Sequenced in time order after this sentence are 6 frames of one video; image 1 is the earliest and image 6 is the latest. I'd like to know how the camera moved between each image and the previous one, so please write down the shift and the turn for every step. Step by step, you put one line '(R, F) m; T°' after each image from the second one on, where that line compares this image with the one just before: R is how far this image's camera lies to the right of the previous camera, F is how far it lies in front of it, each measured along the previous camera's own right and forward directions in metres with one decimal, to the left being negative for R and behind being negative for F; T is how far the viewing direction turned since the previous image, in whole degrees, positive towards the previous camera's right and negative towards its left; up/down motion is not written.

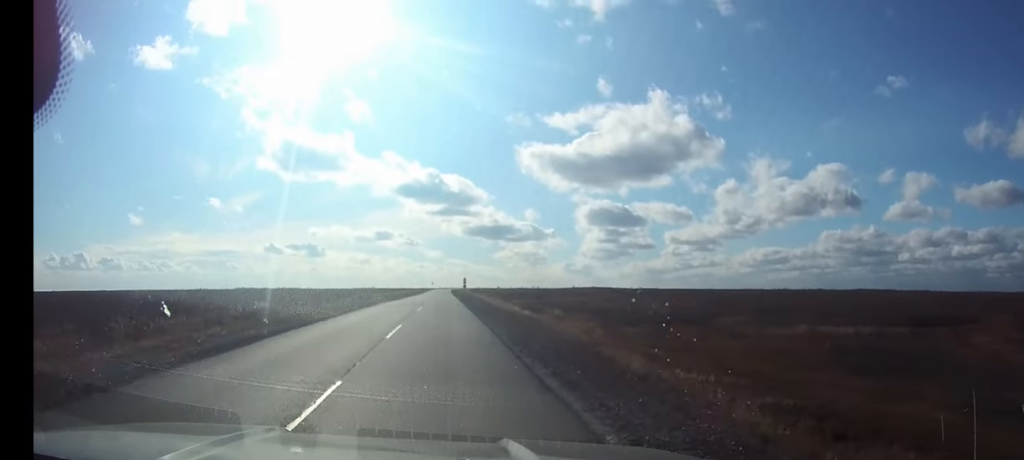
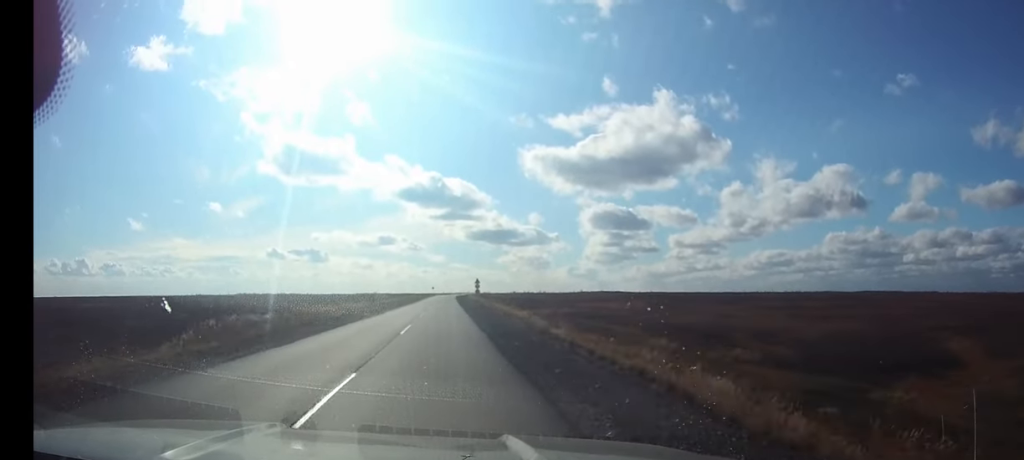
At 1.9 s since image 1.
(-0.2, +40.0) m; 0°
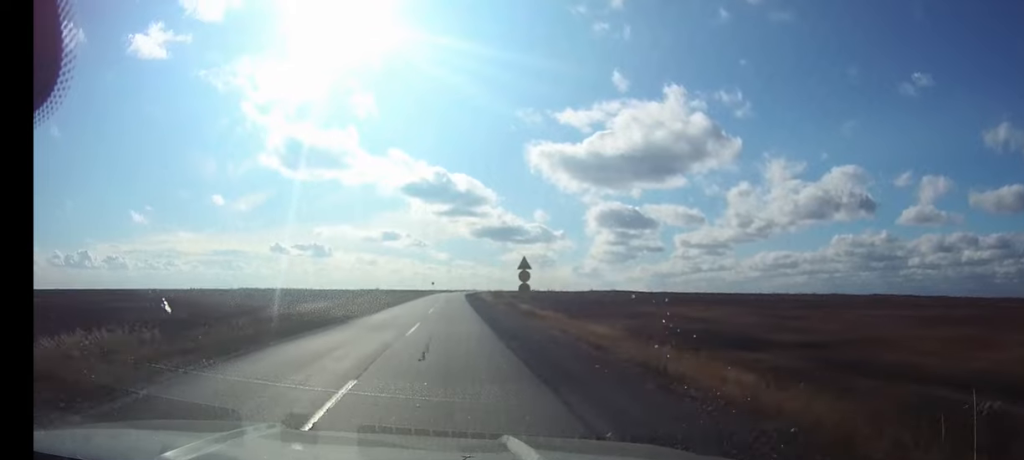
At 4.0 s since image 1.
(-0.1, +45.9) m; 0°
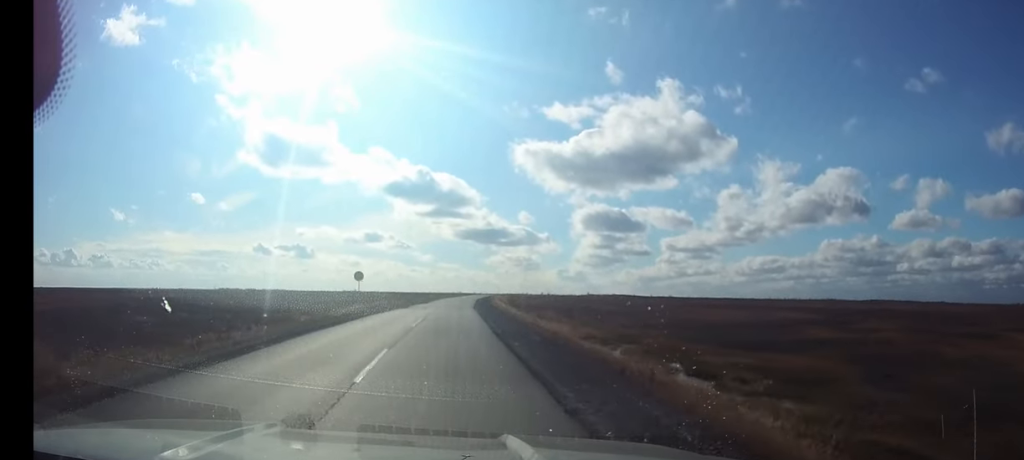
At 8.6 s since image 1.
(+1.5, +97.3) m; +2°
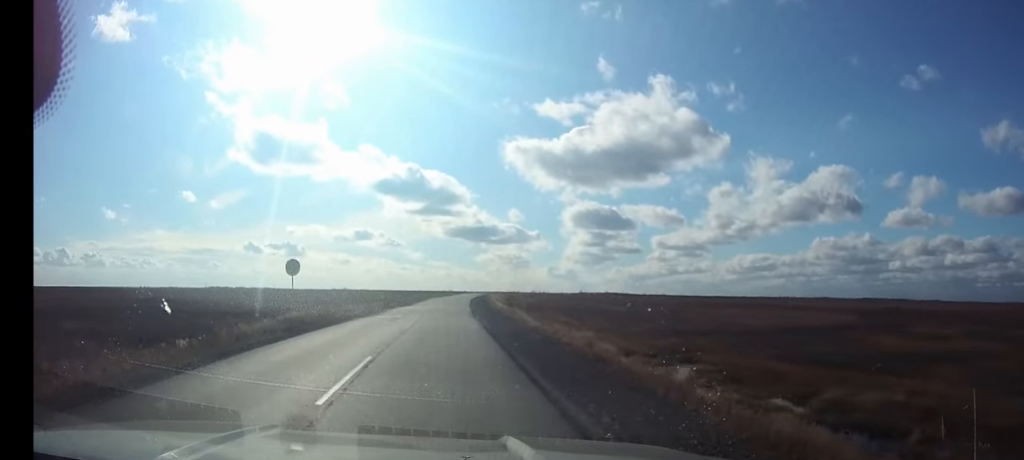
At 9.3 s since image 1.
(0.0, +13.5) m; +1°
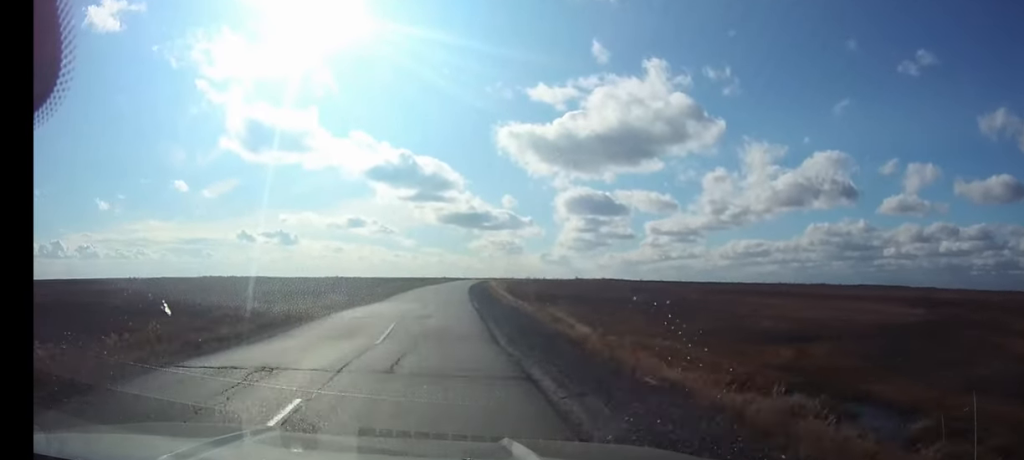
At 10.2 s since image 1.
(+0.1, +16.7) m; +1°
